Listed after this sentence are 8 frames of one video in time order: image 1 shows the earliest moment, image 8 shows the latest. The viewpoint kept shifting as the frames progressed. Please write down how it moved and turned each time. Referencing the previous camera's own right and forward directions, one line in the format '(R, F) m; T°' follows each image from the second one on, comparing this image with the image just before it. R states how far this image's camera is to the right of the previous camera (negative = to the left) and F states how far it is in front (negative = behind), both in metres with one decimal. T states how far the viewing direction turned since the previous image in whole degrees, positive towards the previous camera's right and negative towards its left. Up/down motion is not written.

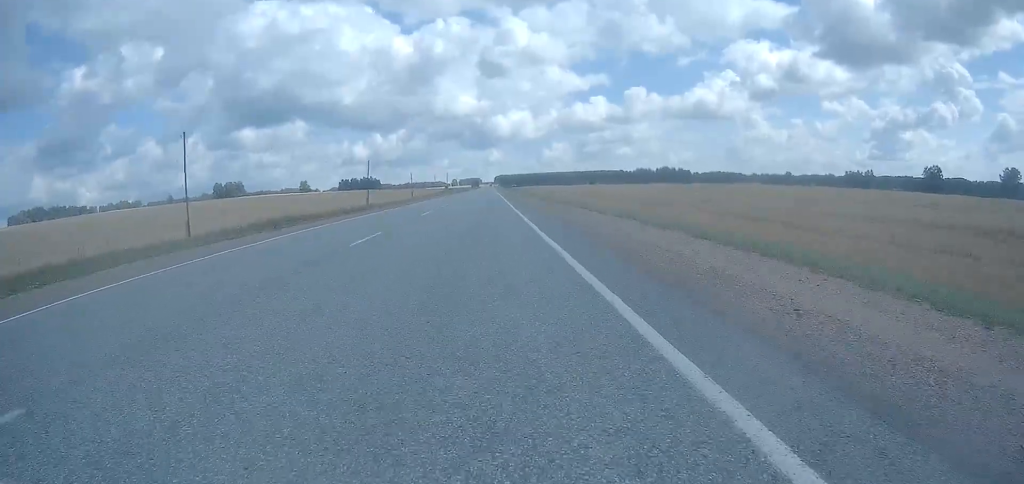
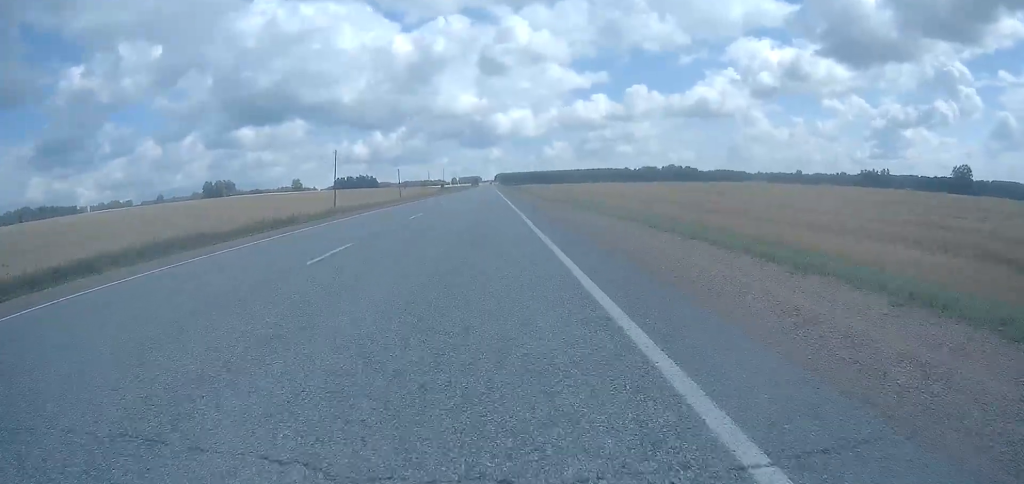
(-0.1, +26.8) m; 0°
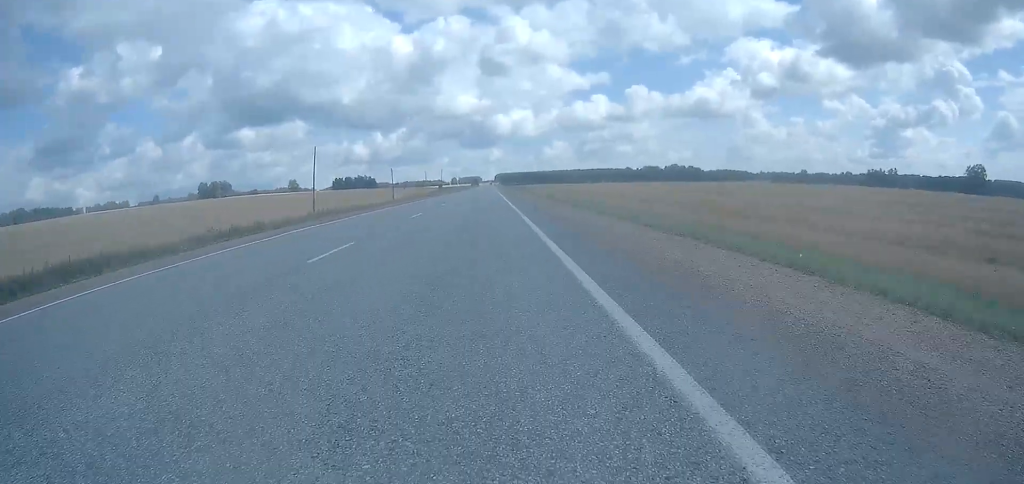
(0.0, +11.8) m; 0°
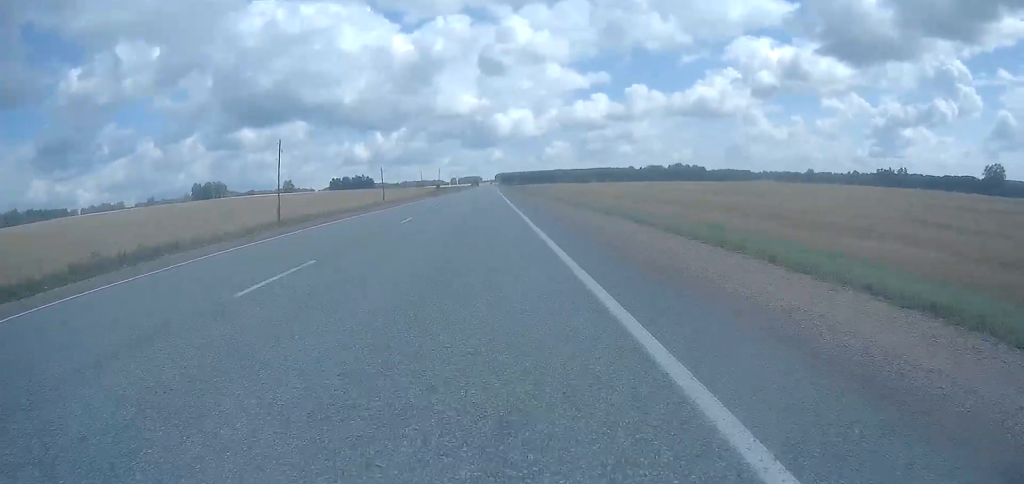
(-0.1, +14.3) m; 0°
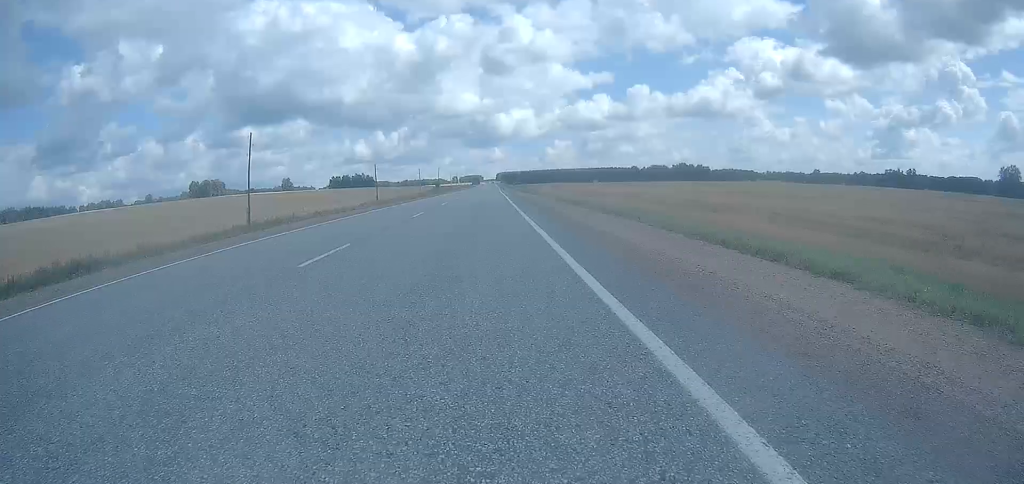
(0.0, +9.5) m; 0°
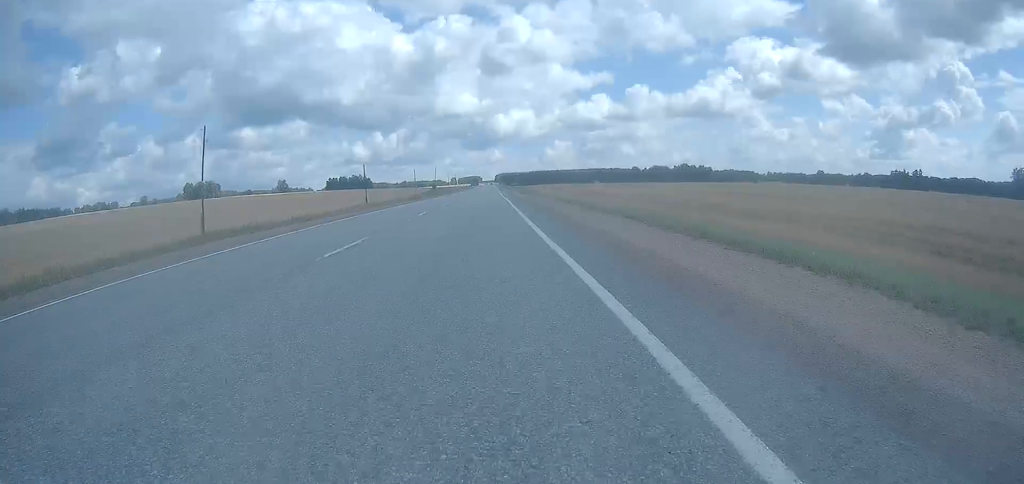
(0.0, +10.2) m; 0°
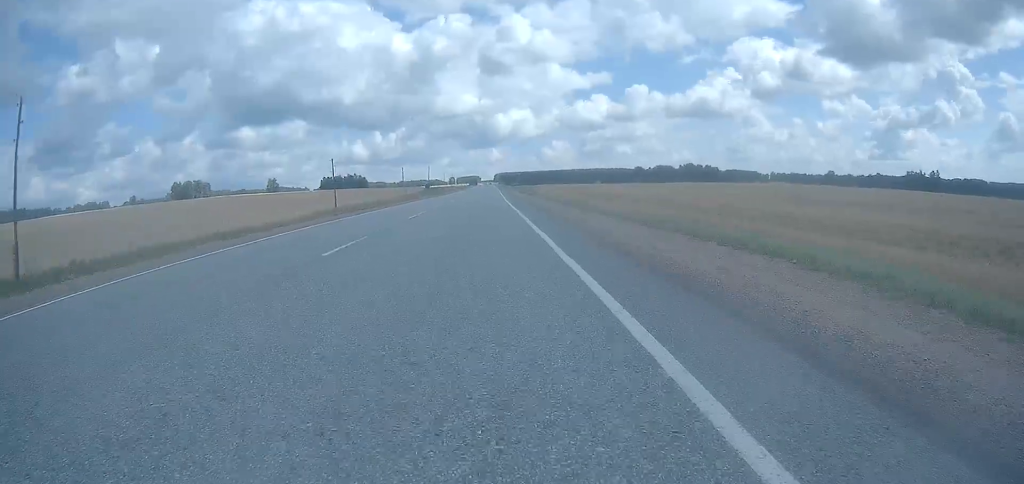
(0.0, +24.4) m; 0°
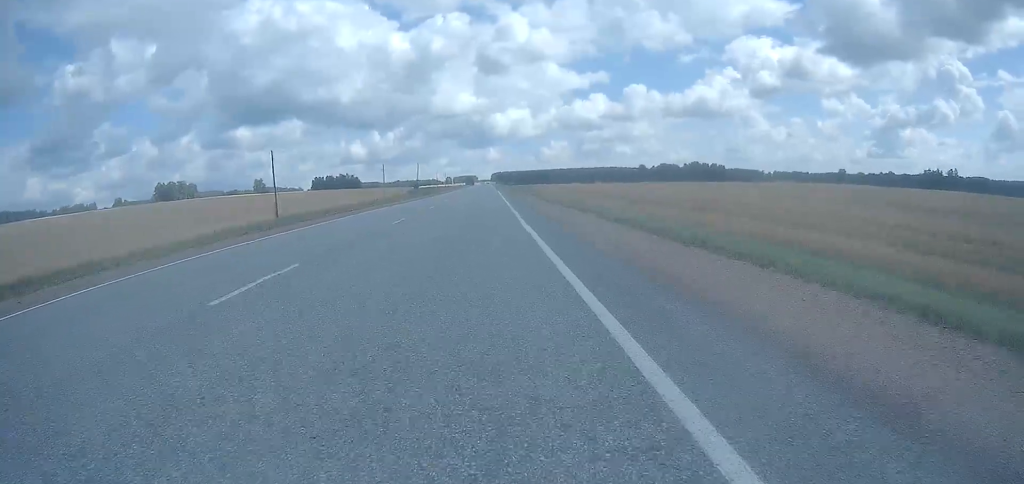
(+0.2, +27.5) m; +1°
